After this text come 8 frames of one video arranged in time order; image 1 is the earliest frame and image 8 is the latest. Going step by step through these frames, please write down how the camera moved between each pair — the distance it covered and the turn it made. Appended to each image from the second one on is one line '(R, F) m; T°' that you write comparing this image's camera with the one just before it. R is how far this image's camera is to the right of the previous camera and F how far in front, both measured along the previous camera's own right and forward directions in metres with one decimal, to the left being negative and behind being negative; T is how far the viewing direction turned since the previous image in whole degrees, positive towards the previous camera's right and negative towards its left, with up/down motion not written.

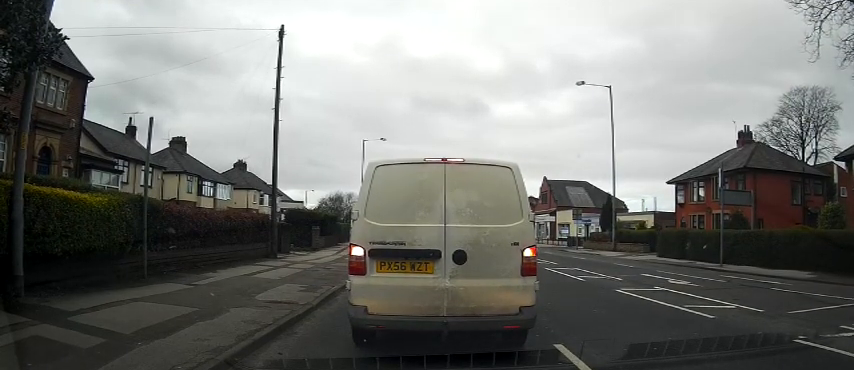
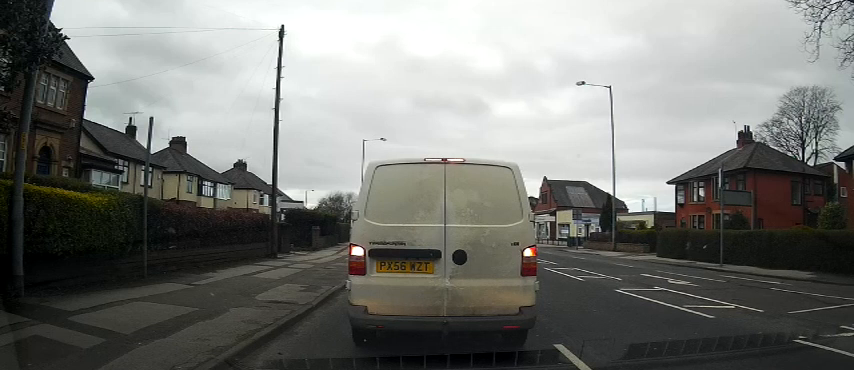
(0.0, 0.0) m; 0°
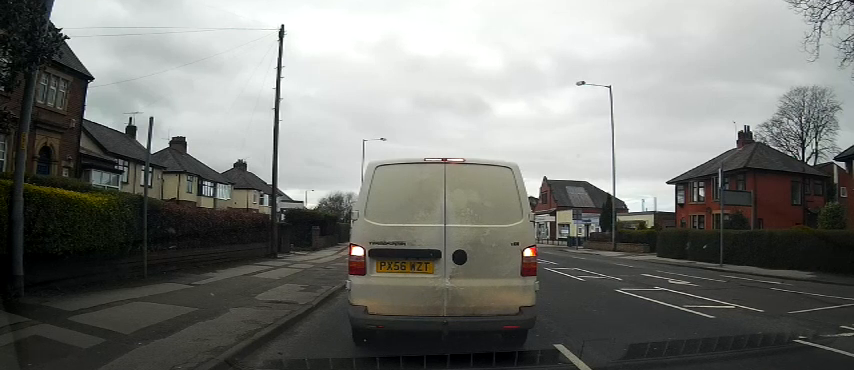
(0.0, 0.0) m; 0°
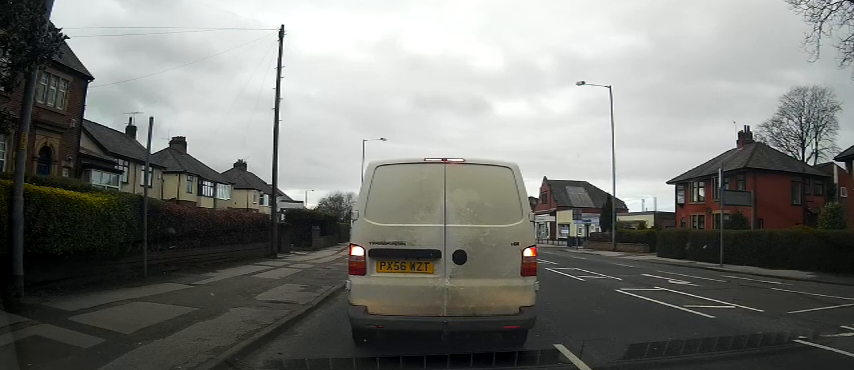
(0.0, 0.0) m; 0°
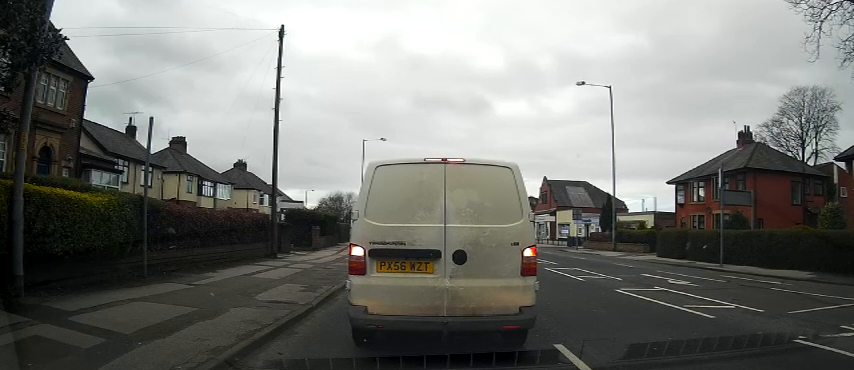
(0.0, 0.0) m; 0°
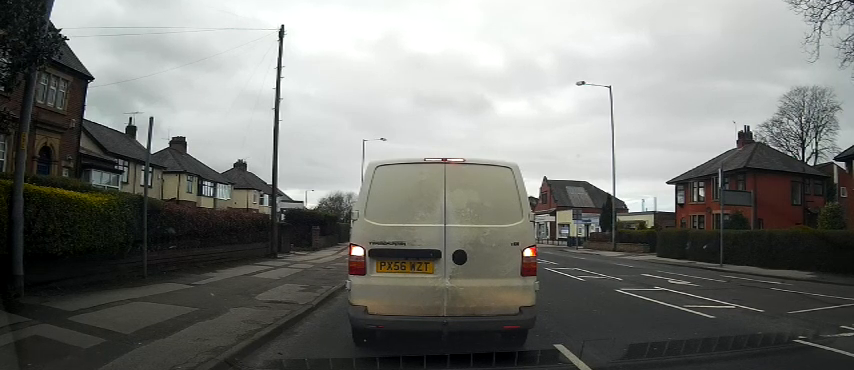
(0.0, 0.0) m; 0°
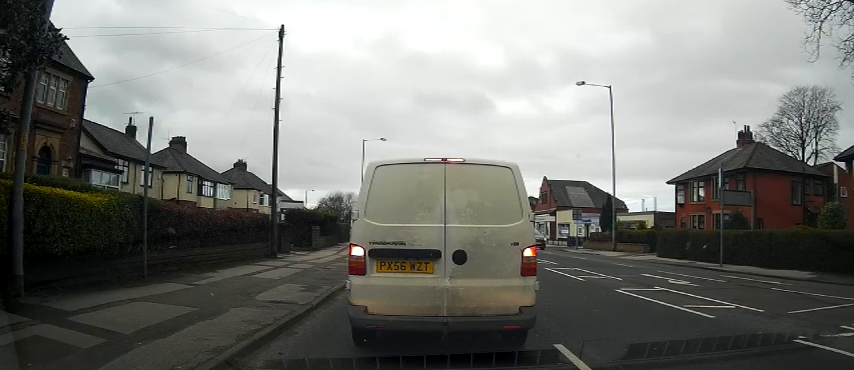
(0.0, 0.0) m; 0°
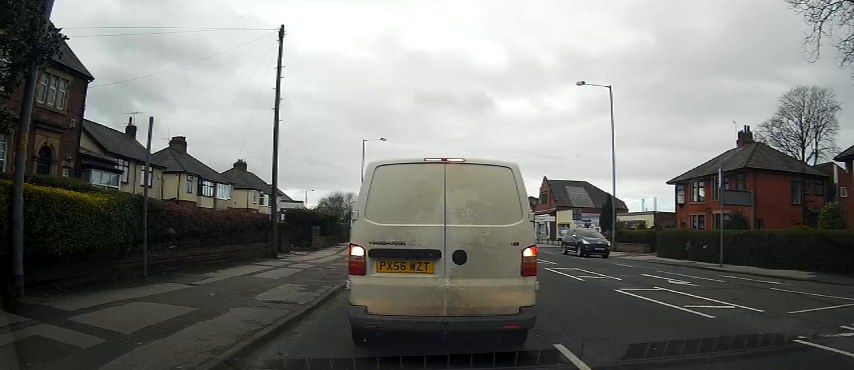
(0.0, 0.0) m; 0°
